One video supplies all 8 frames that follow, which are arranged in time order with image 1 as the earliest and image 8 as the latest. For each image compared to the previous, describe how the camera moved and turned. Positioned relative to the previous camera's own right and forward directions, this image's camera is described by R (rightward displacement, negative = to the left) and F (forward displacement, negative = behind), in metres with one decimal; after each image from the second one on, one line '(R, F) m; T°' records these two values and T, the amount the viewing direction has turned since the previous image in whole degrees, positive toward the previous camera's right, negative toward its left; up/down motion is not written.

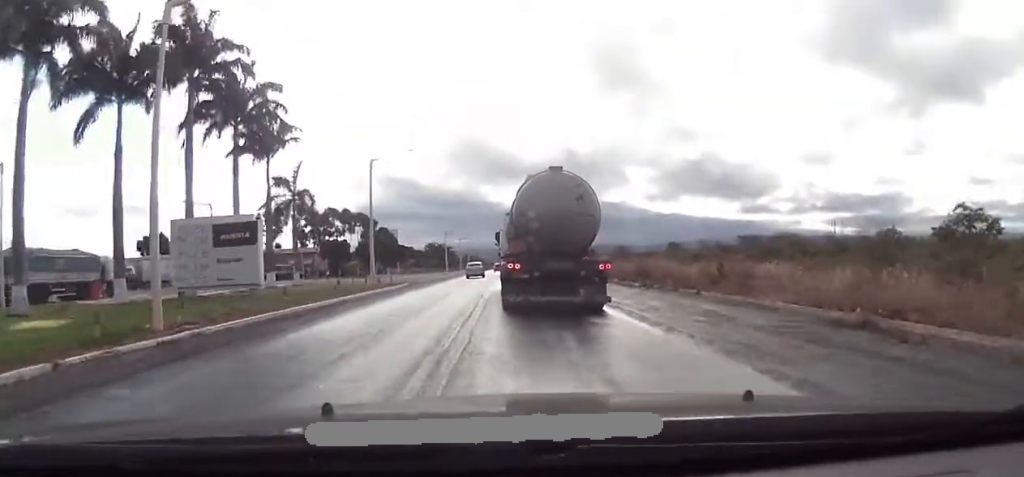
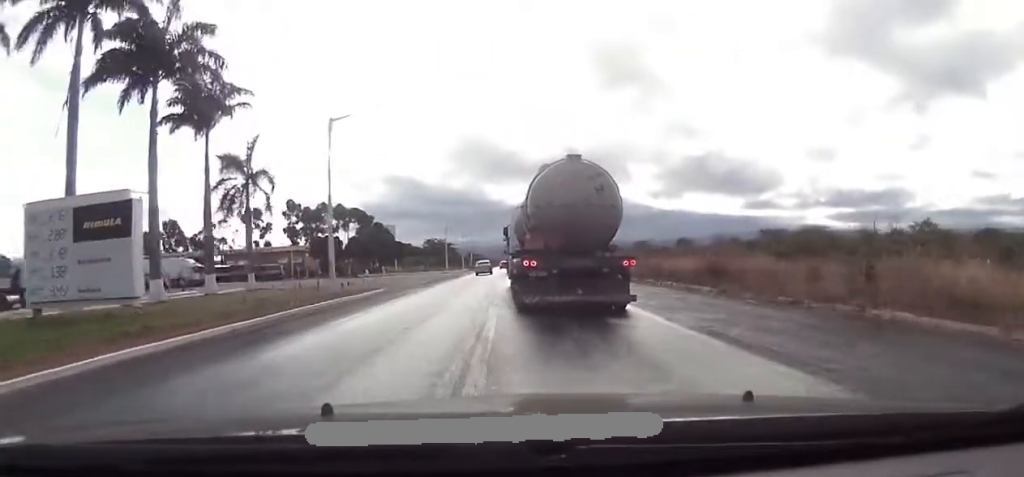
(+0.1, +13.6) m; -1°
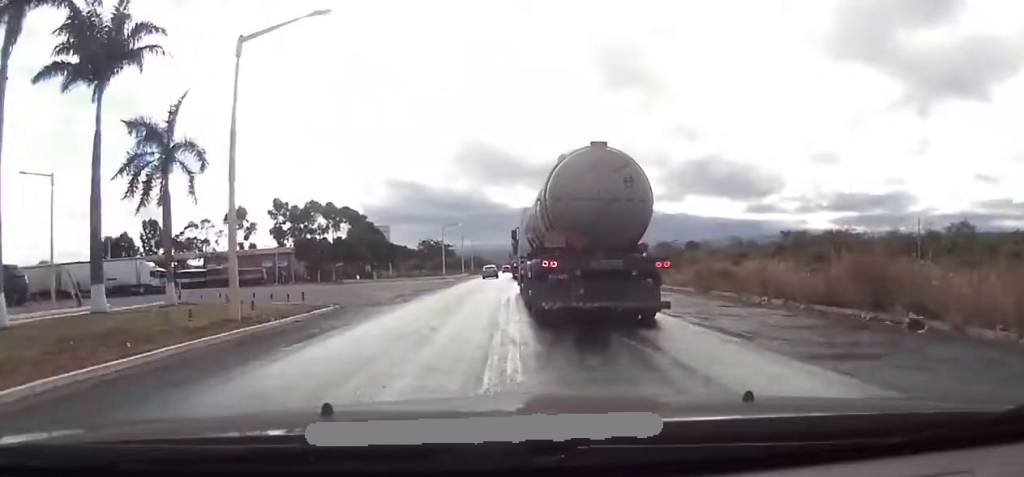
(0.0, +13.4) m; -1°
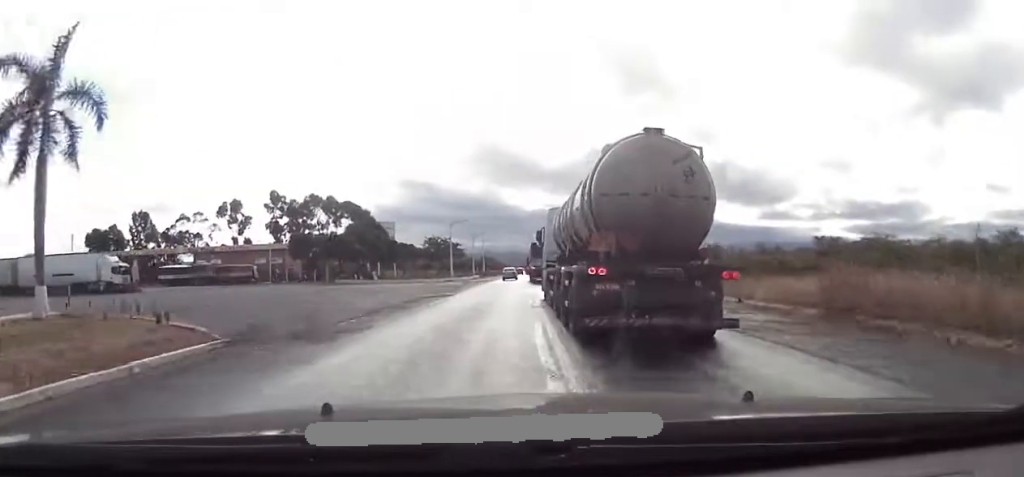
(-0.4, +12.0) m; -1°
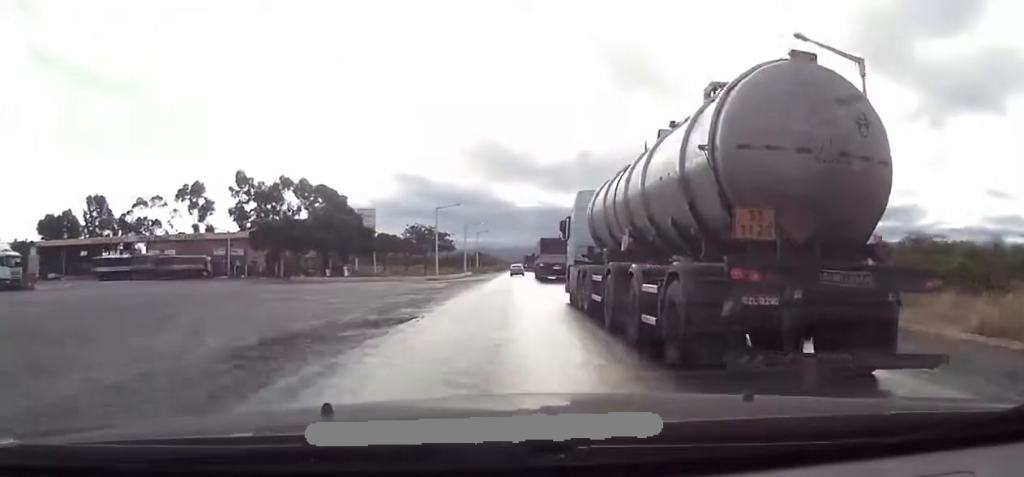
(+0.3, +18.0) m; 0°
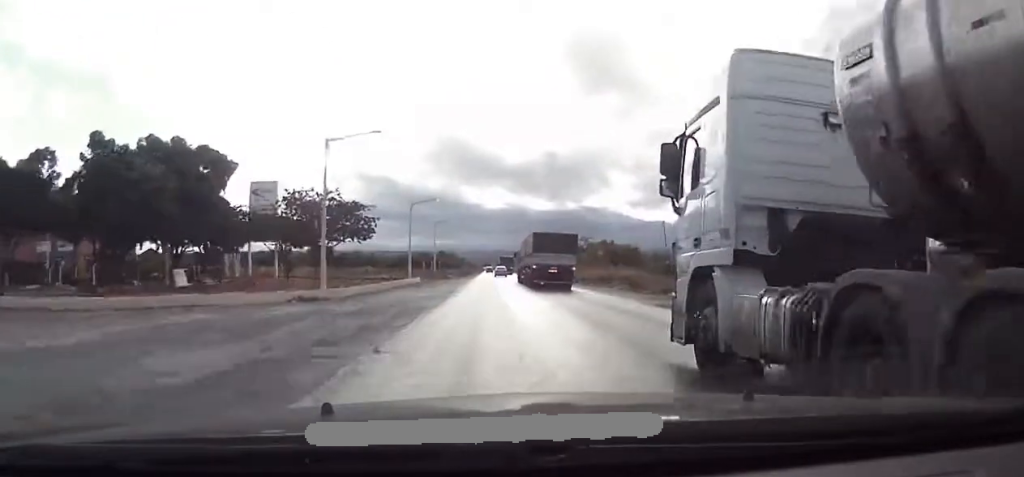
(0.0, +41.2) m; +1°
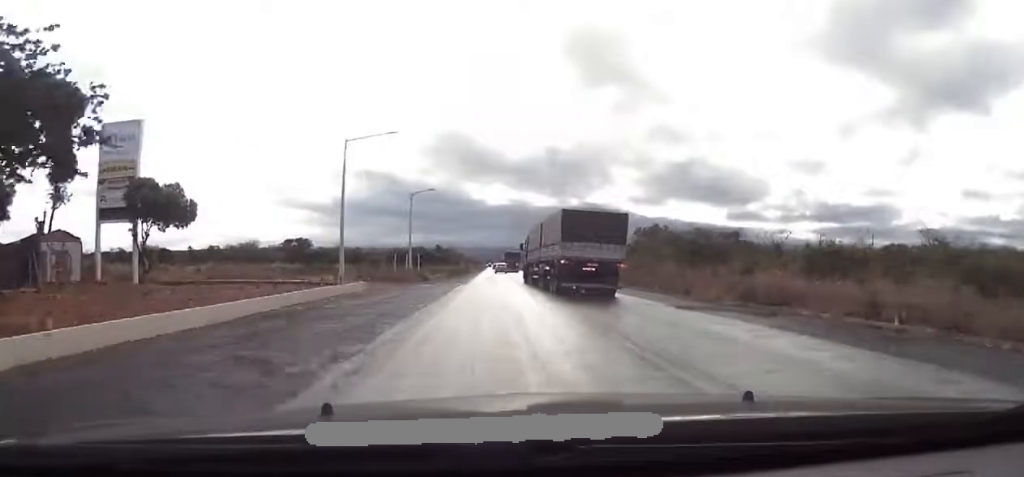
(+0.2, +33.7) m; 0°
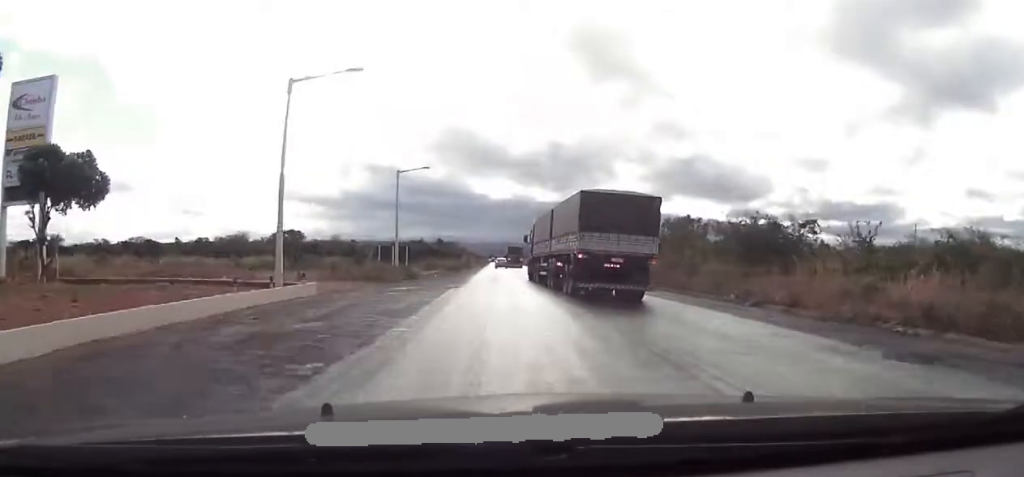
(0.0, +11.6) m; 0°
